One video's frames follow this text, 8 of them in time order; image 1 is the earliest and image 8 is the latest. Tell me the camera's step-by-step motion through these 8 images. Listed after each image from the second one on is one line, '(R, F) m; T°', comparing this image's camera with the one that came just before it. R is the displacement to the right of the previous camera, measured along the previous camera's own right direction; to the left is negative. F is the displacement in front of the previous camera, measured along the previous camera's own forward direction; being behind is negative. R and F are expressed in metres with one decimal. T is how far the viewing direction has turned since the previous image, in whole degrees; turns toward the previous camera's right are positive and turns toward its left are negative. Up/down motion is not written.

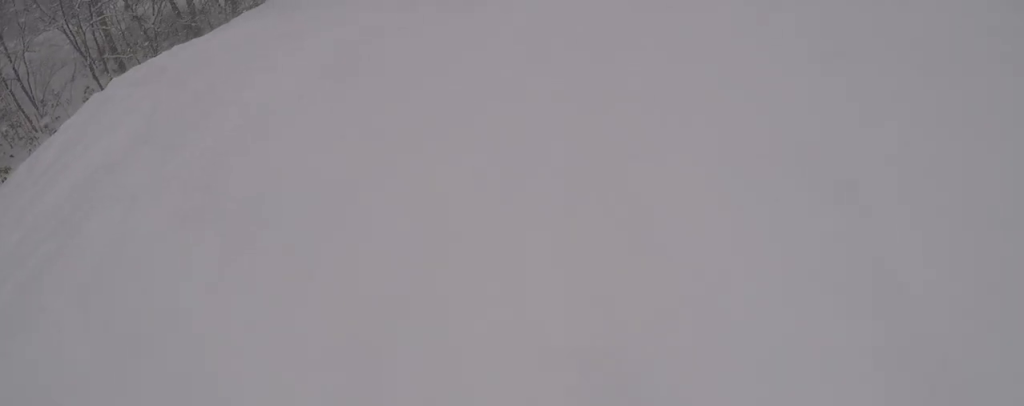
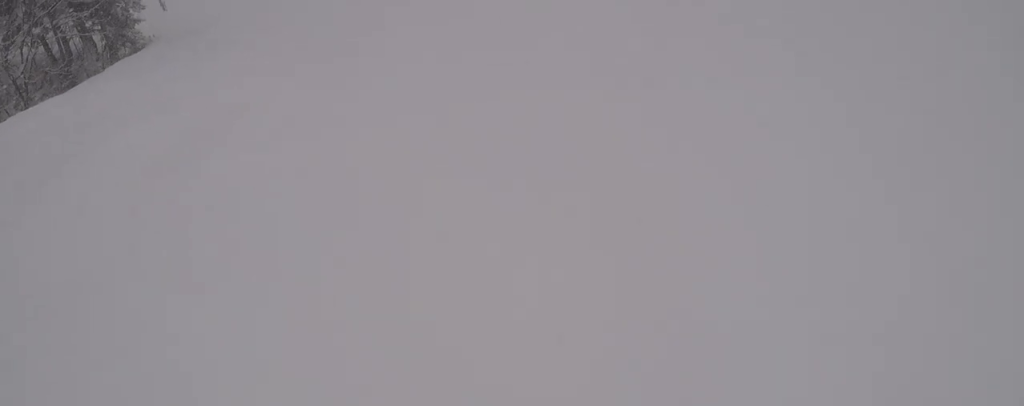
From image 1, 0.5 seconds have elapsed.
(+0.4, +3.5) m; +6°
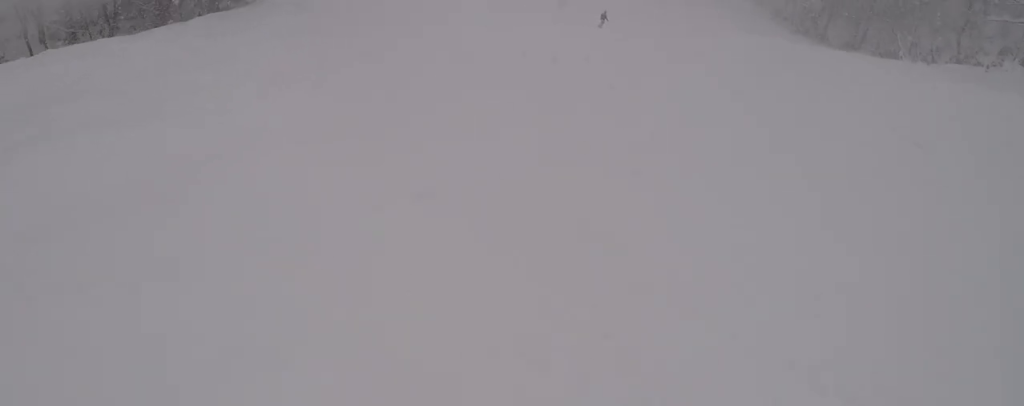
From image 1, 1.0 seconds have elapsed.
(+0.1, +3.3) m; -8°
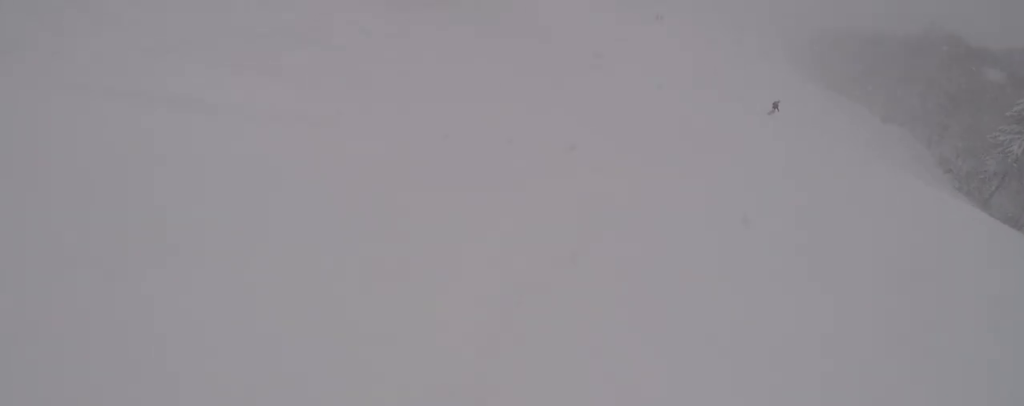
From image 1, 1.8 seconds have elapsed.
(+0.1, +4.3) m; -15°
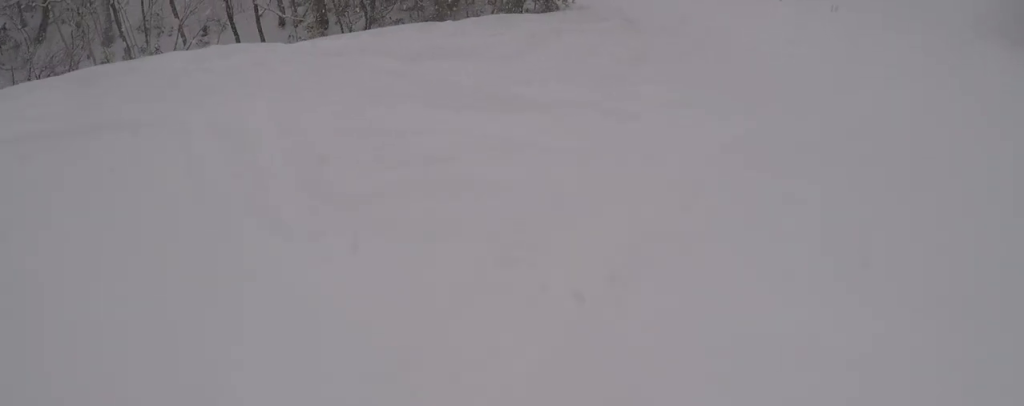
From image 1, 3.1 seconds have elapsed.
(-2.1, +7.0) m; -8°
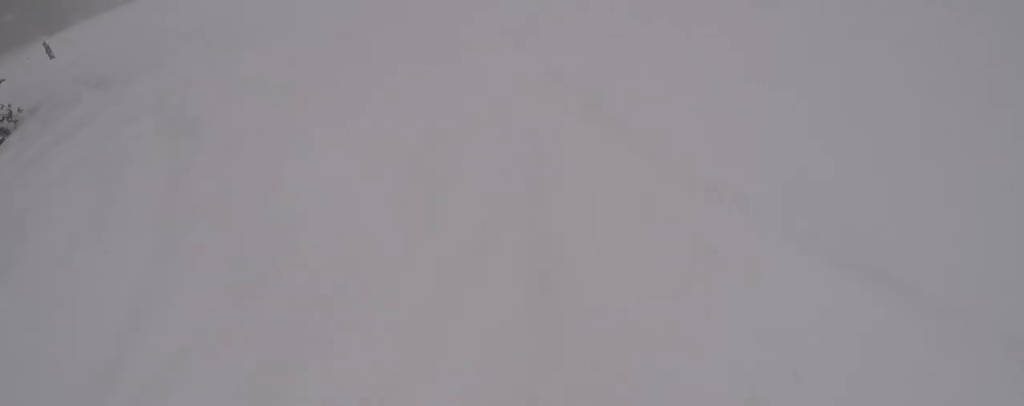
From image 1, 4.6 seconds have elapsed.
(+1.1, +9.1) m; +23°
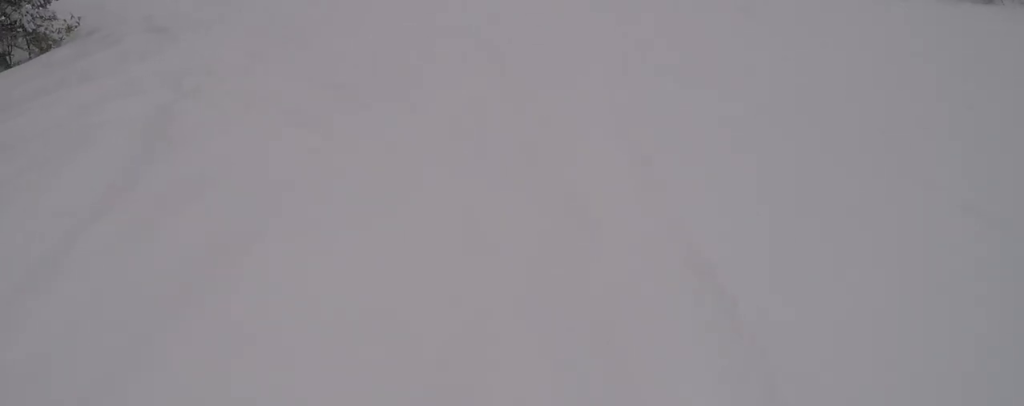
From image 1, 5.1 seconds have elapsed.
(+0.8, +3.0) m; 0°
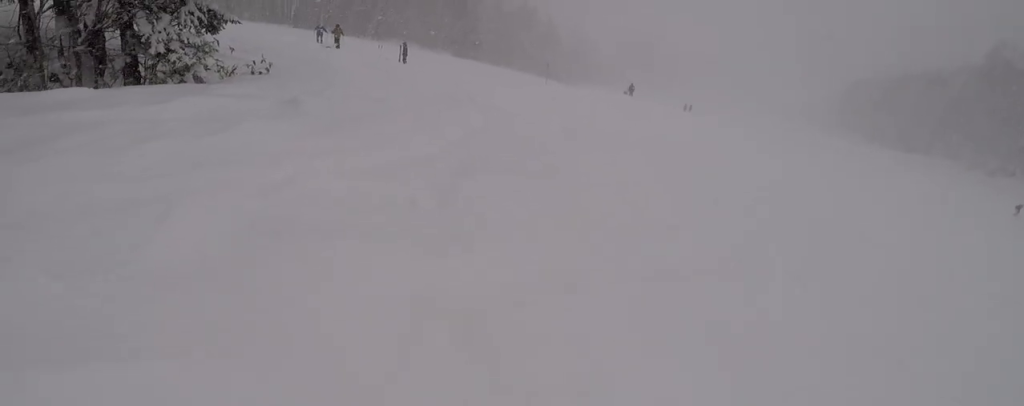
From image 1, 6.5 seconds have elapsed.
(-0.7, +7.9) m; -13°
